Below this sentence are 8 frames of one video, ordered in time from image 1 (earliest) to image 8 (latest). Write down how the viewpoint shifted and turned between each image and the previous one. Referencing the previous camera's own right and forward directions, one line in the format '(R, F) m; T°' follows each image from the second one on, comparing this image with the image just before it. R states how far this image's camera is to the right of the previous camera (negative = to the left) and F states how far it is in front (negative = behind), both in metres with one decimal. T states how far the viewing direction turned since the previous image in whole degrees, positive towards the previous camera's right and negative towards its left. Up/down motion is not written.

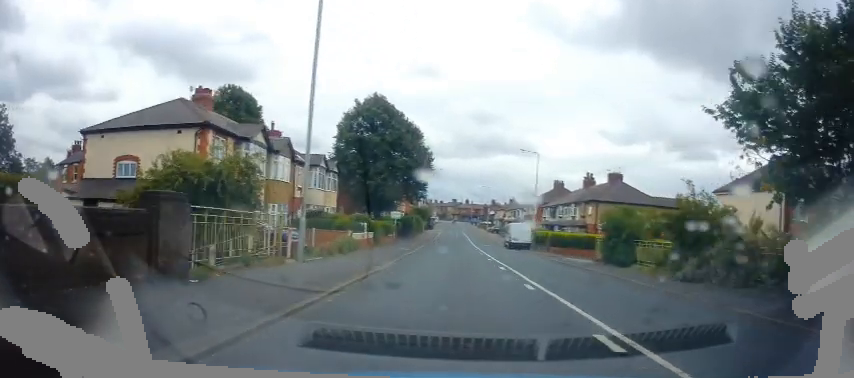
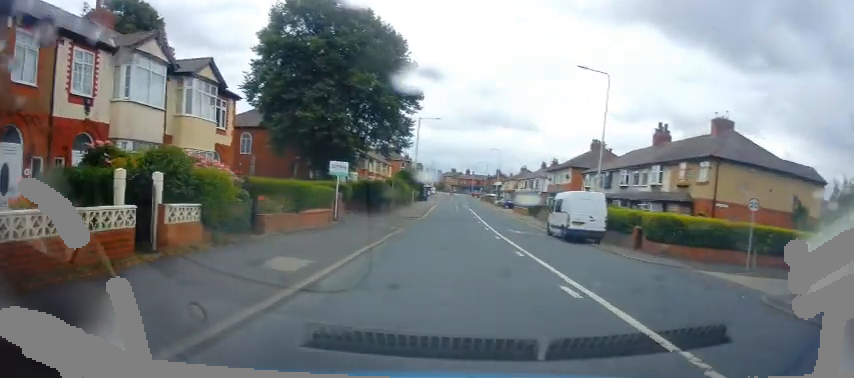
(+0.1, +22.2) m; 0°
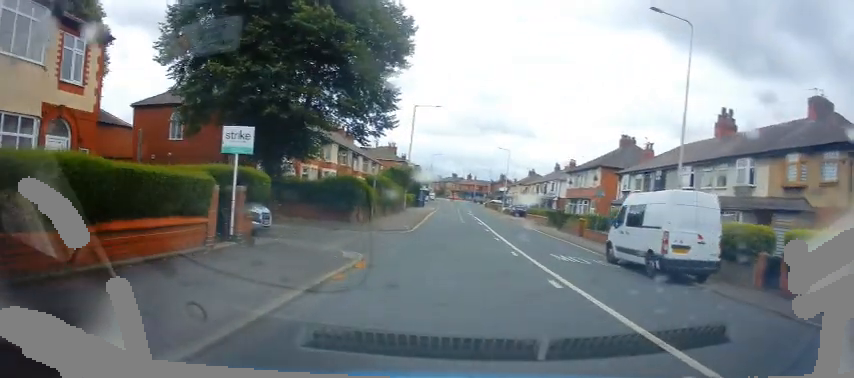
(+0.1, +10.0) m; 0°
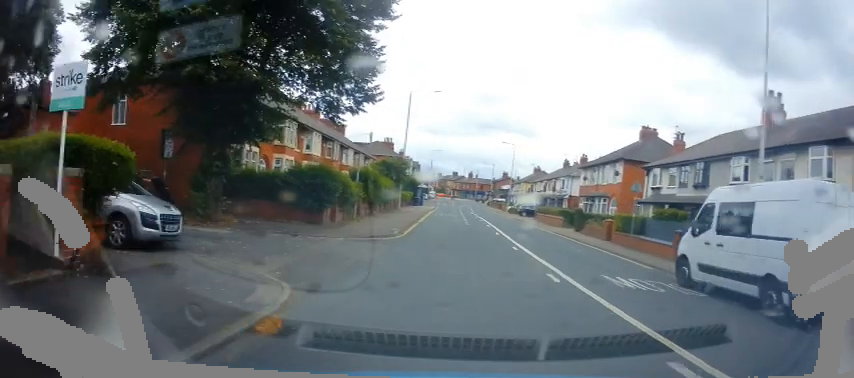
(+0.1, +5.5) m; 0°
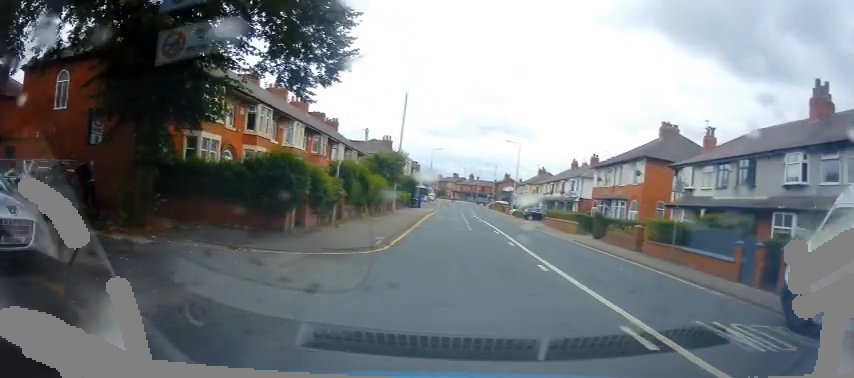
(-0.1, +4.6) m; 0°
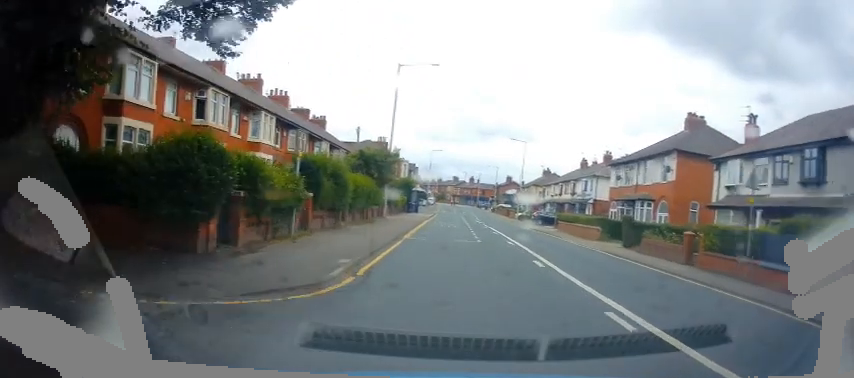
(-0.1, +5.0) m; 0°
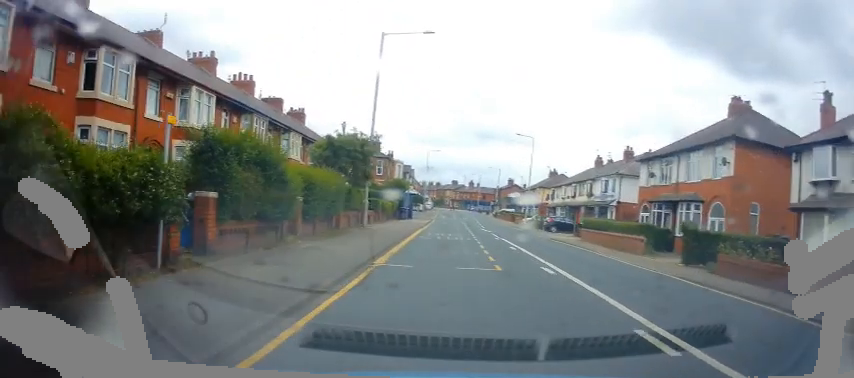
(+0.1, +6.8) m; 0°
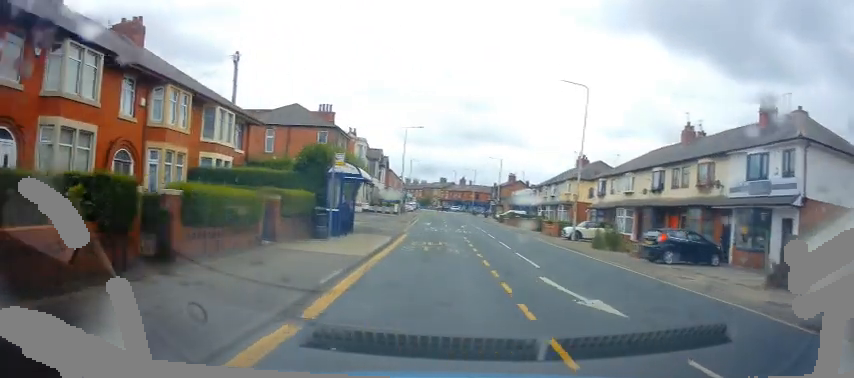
(+0.2, +24.3) m; +3°
